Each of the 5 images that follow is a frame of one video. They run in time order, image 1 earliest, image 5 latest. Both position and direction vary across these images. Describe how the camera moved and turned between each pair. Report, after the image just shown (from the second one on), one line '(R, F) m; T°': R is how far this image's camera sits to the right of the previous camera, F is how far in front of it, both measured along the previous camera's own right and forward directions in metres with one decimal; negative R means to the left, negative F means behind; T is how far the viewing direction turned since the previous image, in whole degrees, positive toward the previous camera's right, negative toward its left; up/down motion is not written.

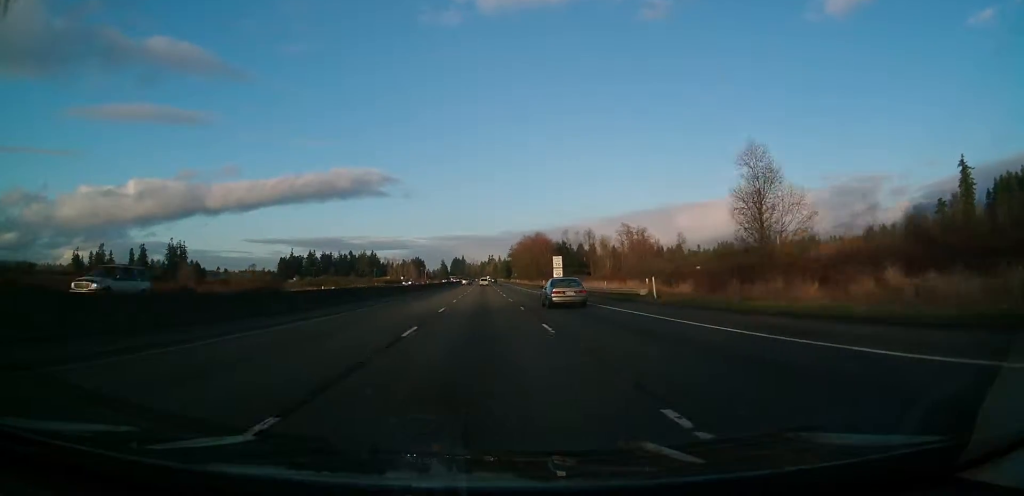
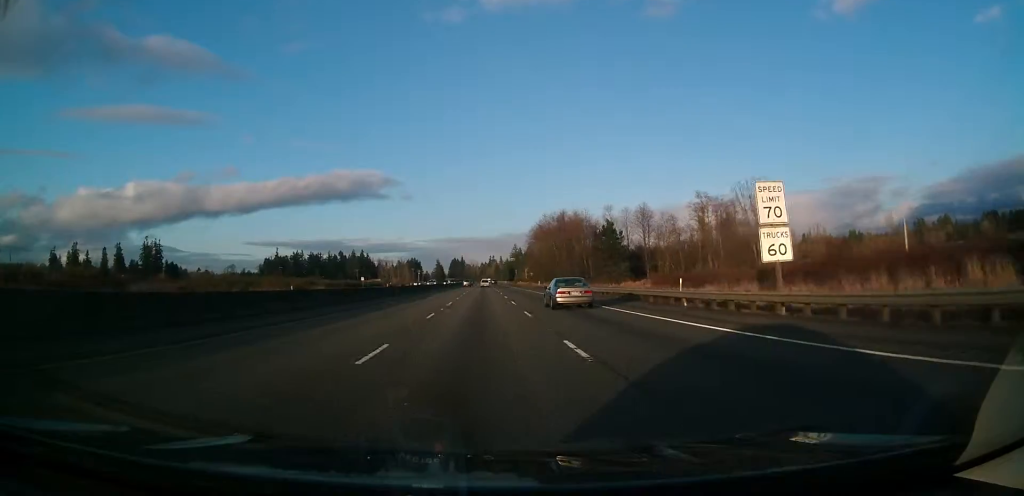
(+0.4, +65.4) m; 0°
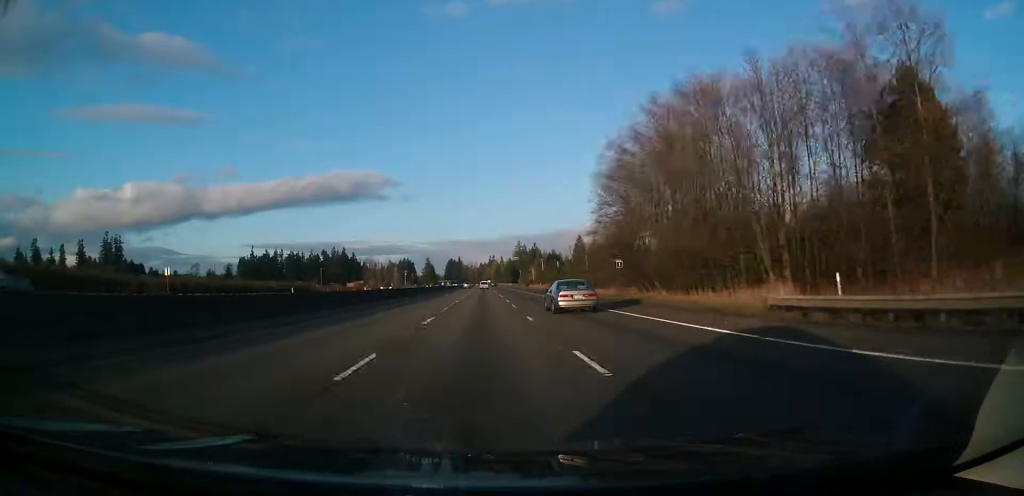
(+0.6, +85.7) m; 0°
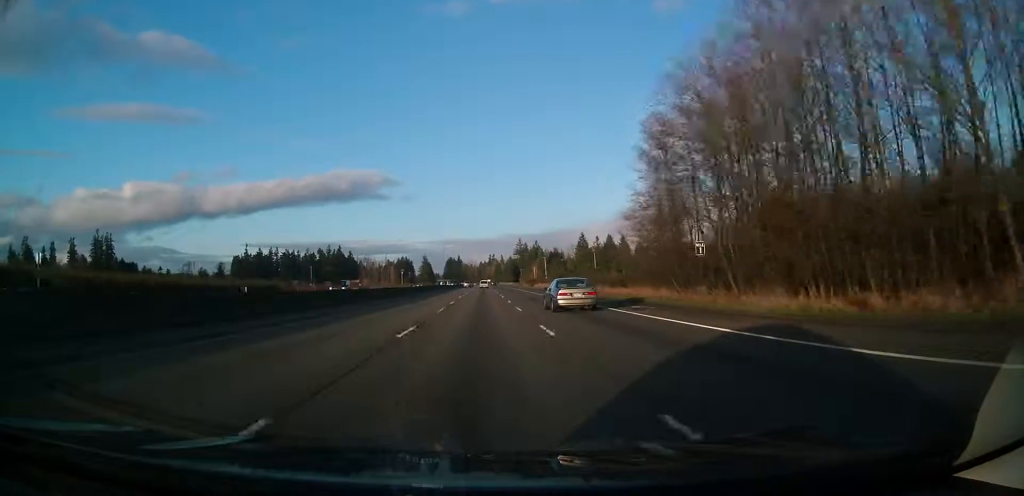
(-0.1, +17.8) m; 0°
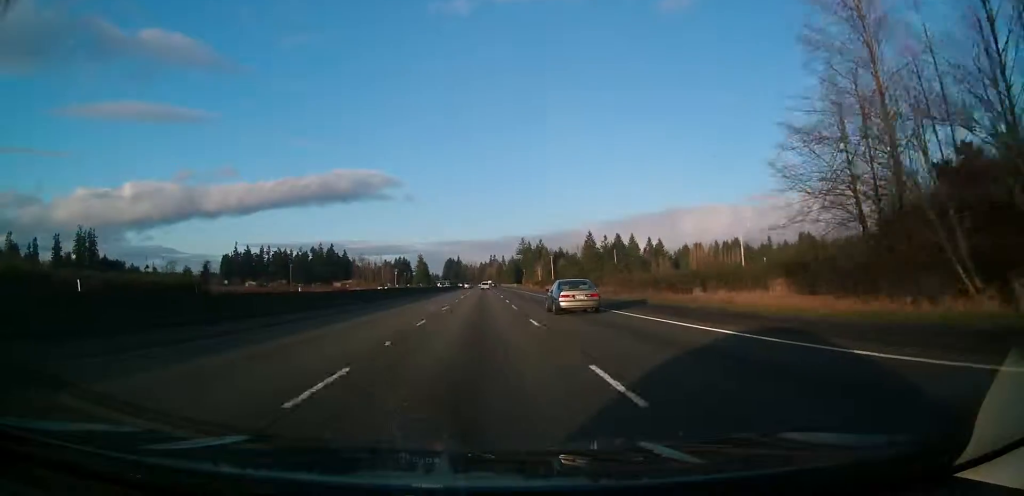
(0.0, +32.4) m; 0°
